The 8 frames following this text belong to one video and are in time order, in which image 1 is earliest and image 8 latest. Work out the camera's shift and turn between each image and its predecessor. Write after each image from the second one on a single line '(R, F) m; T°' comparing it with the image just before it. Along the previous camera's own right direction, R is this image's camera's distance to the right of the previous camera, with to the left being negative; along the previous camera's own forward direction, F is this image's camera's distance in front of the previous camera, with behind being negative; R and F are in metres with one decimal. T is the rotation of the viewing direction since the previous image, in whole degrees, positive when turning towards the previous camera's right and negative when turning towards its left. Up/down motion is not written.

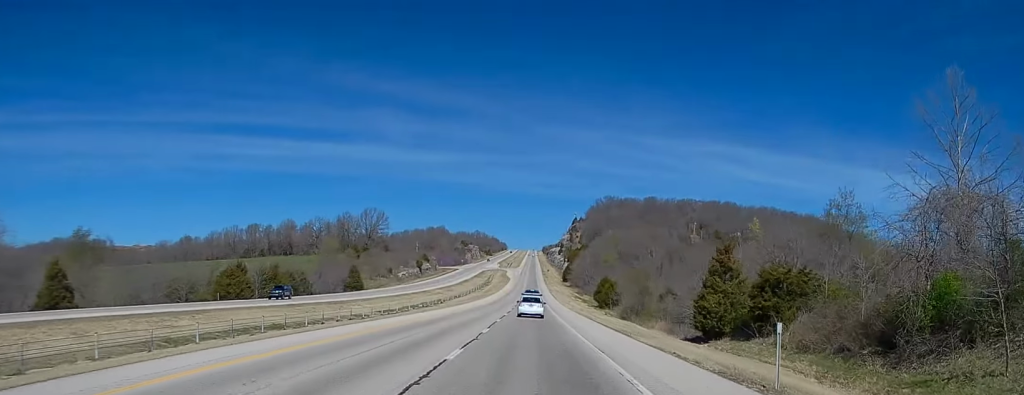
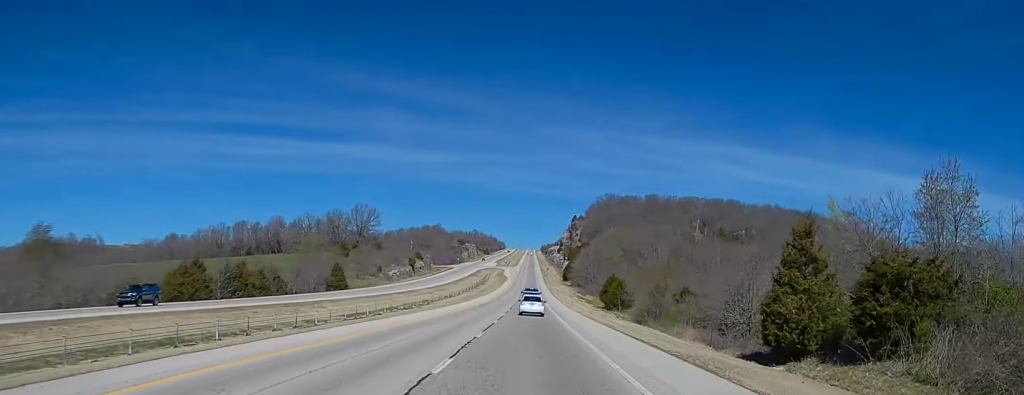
(-0.4, +15.3) m; 0°
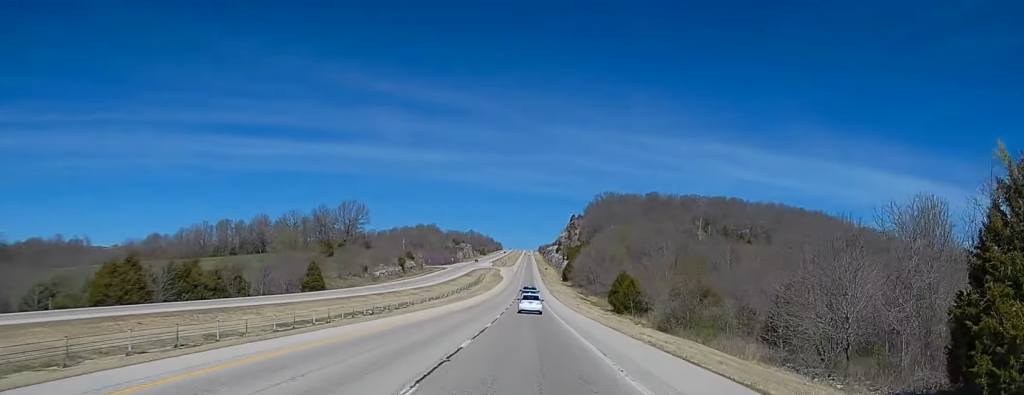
(+0.1, +17.5) m; +1°
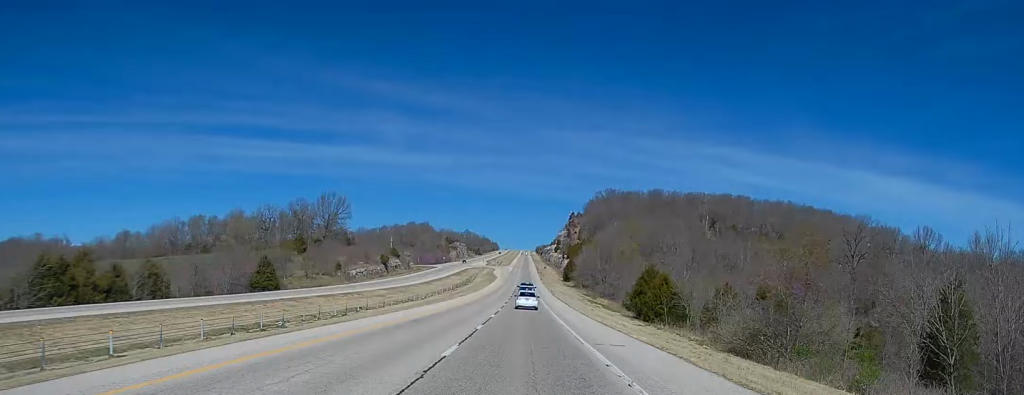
(+0.5, +27.6) m; 0°
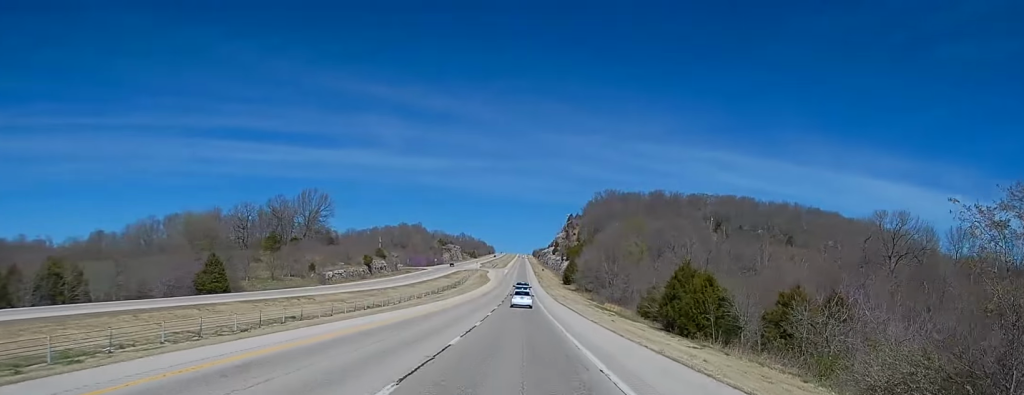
(-0.1, +21.1) m; -1°
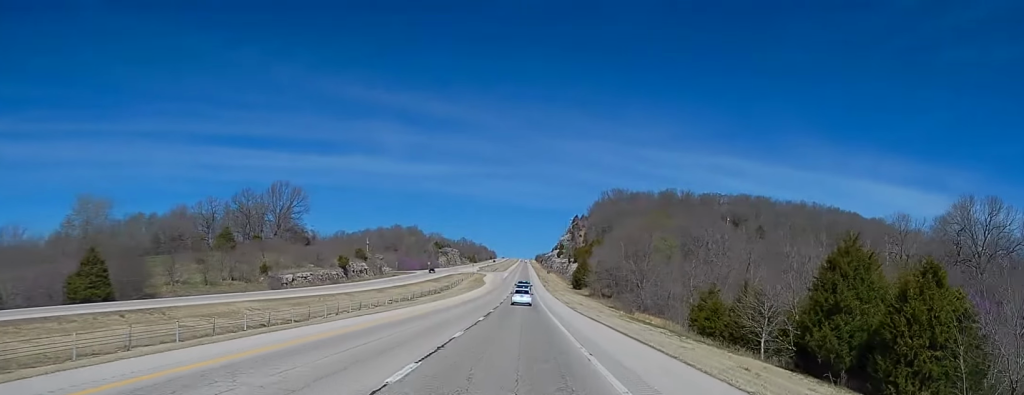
(-0.2, +33.7) m; +1°
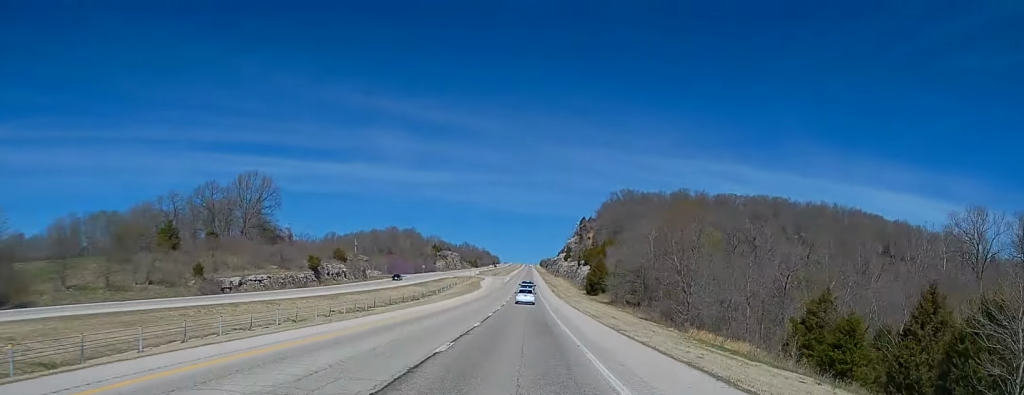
(+0.3, +30.6) m; +1°
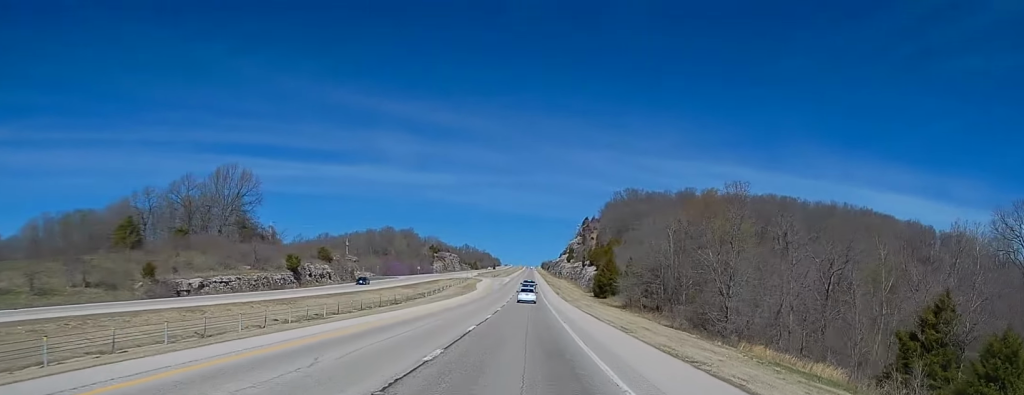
(0.0, +16.1) m; 0°
